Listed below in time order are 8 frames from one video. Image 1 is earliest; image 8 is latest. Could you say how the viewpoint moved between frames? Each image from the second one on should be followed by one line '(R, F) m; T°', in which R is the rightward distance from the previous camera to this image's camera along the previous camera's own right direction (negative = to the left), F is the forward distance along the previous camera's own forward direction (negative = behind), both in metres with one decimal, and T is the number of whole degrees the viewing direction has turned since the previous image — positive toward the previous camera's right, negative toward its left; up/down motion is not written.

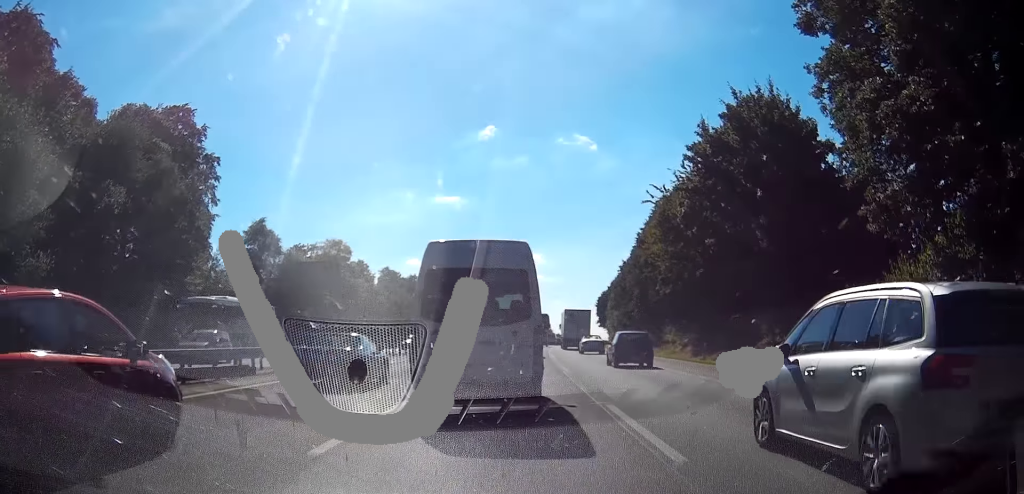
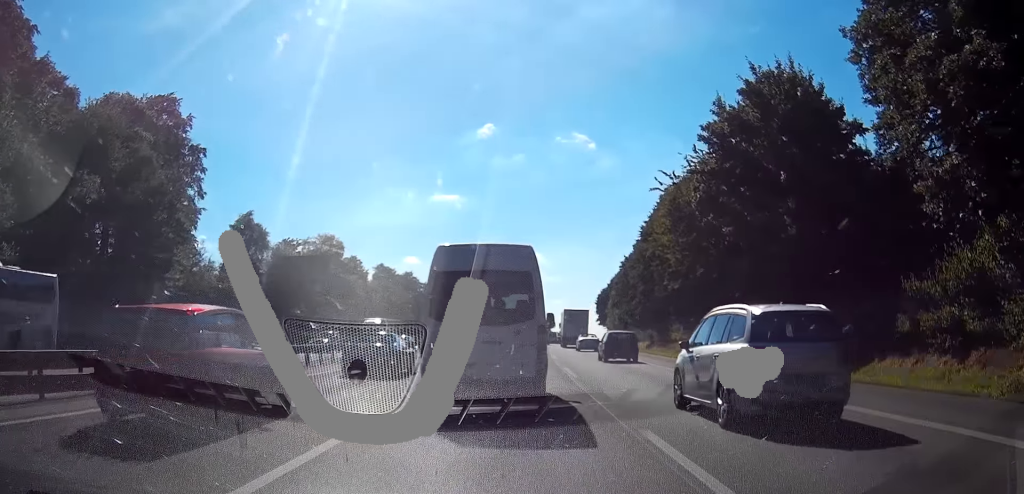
(+0.1, +4.7) m; +3°
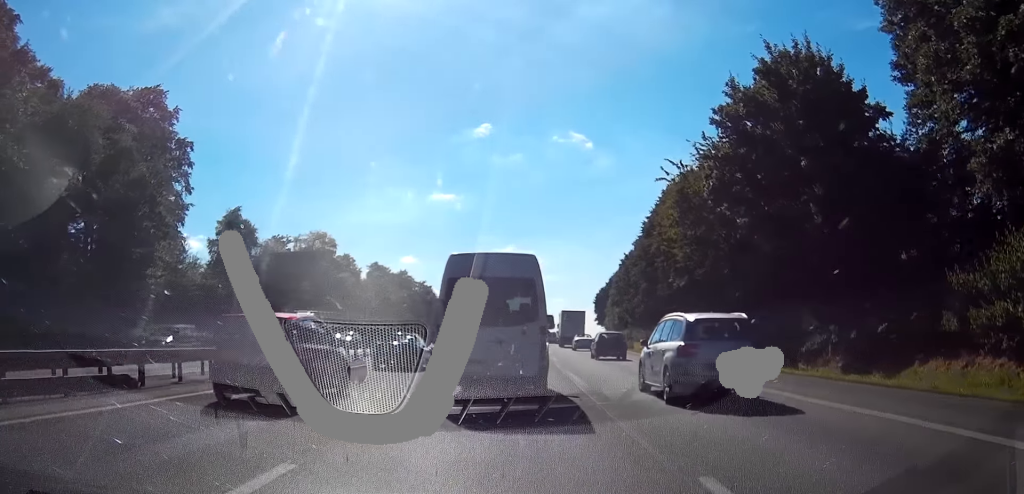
(+0.1, +4.4) m; +3°
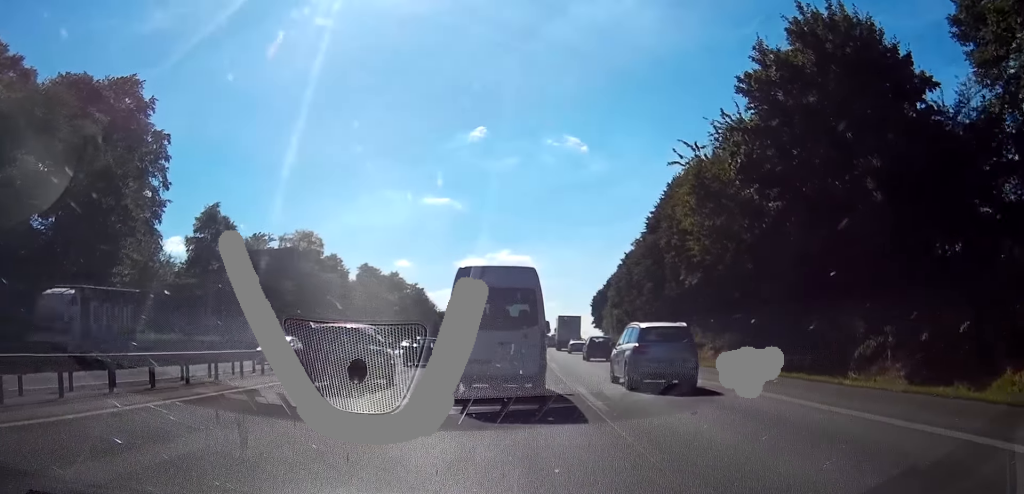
(+0.2, +7.7) m; 0°
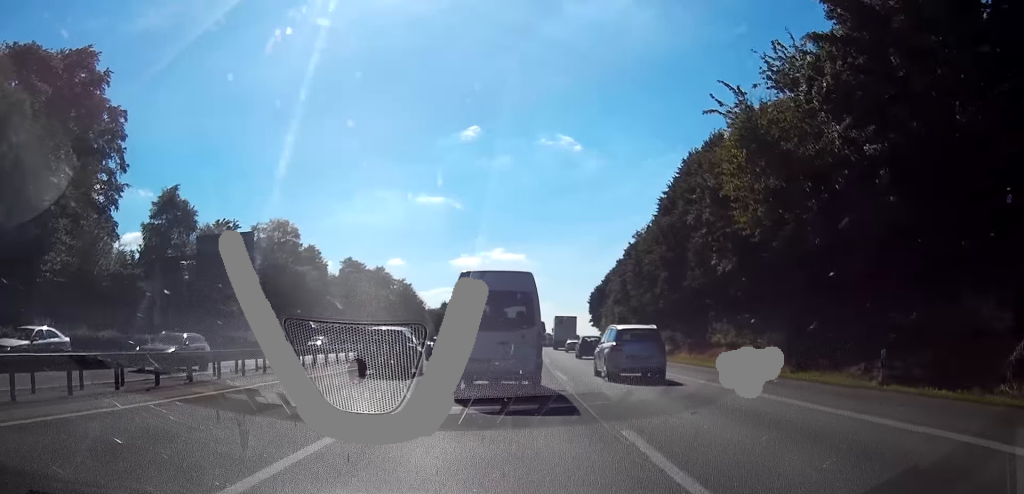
(-0.4, +12.7) m; -3°
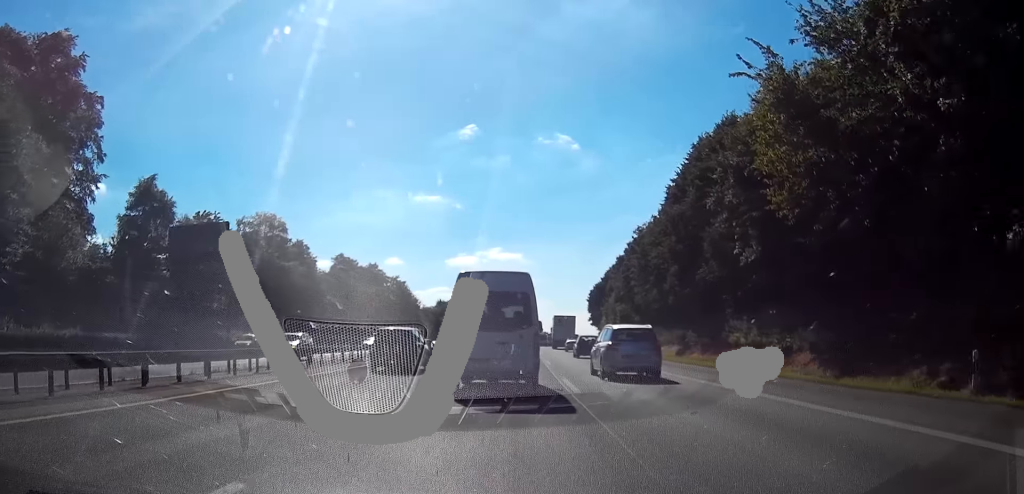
(-0.1, +5.6) m; 0°
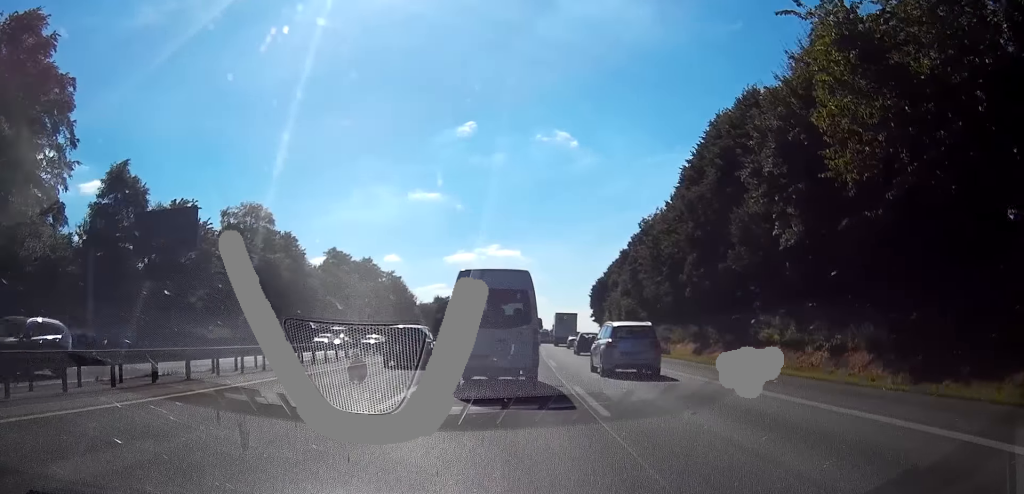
(0.0, +6.5) m; +1°
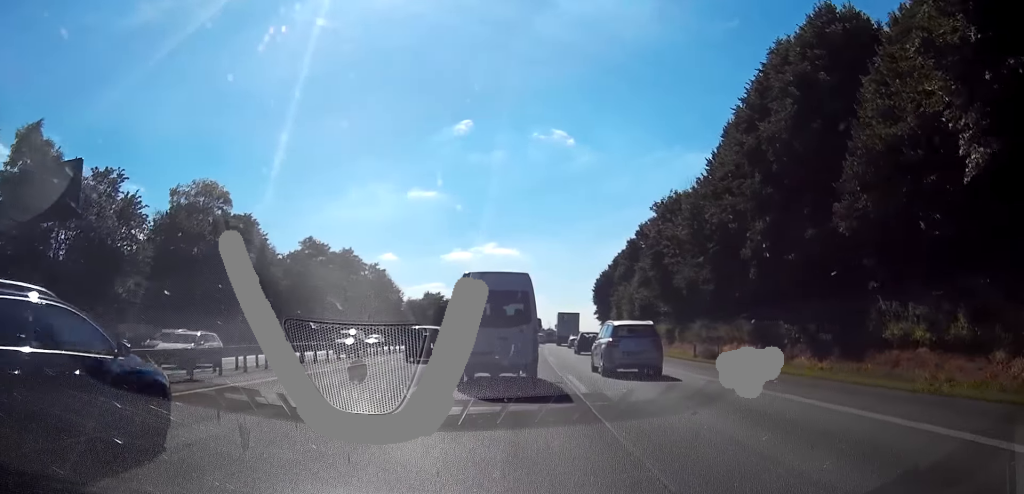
(+0.5, +16.1) m; +3°
